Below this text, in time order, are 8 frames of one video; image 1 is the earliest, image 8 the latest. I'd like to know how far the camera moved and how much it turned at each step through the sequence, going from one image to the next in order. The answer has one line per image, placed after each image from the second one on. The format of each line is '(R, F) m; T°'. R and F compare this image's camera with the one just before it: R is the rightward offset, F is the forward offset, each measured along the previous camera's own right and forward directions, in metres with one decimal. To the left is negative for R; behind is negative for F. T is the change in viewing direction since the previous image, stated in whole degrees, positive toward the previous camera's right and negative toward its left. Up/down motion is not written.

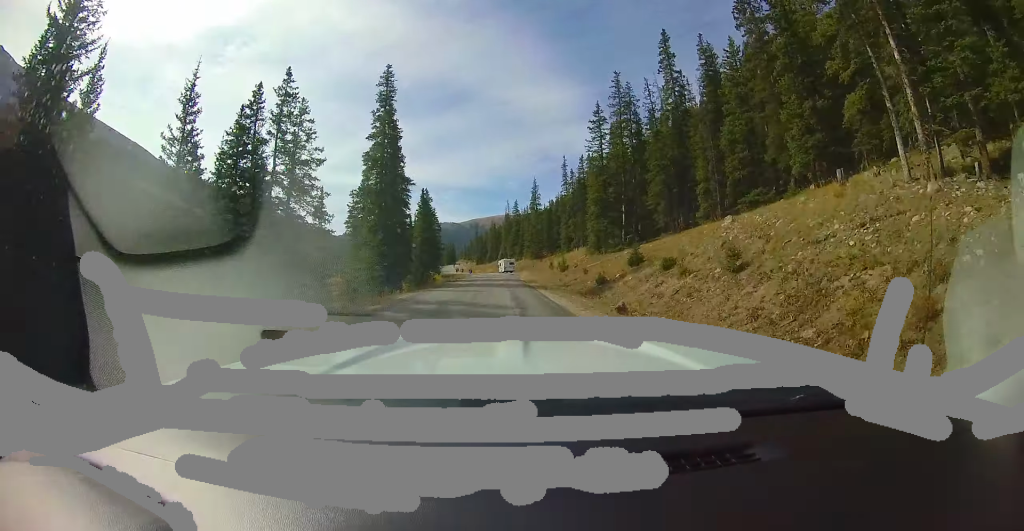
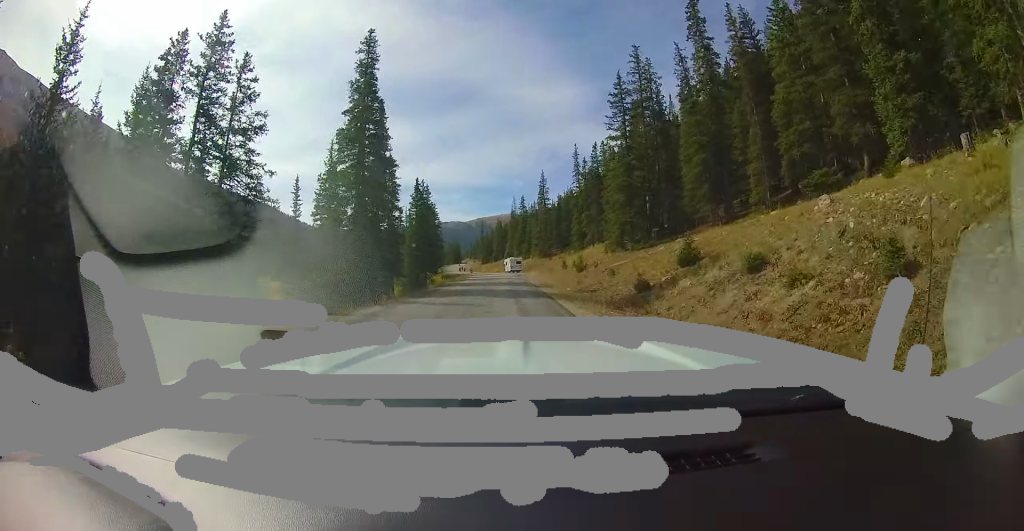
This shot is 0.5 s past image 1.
(-0.1, +5.4) m; -1°
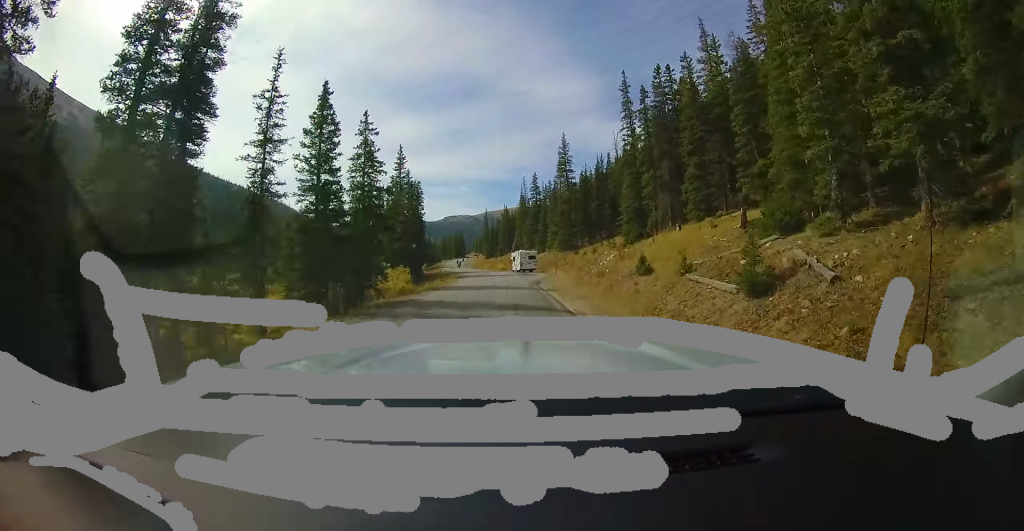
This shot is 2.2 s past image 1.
(-0.3, +21.5) m; 0°
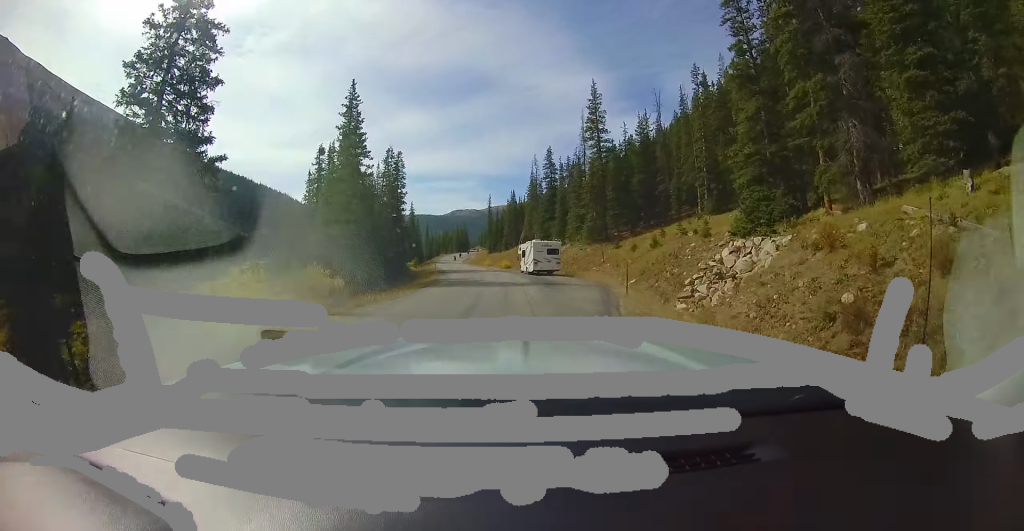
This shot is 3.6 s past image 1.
(+0.1, +18.0) m; -1°
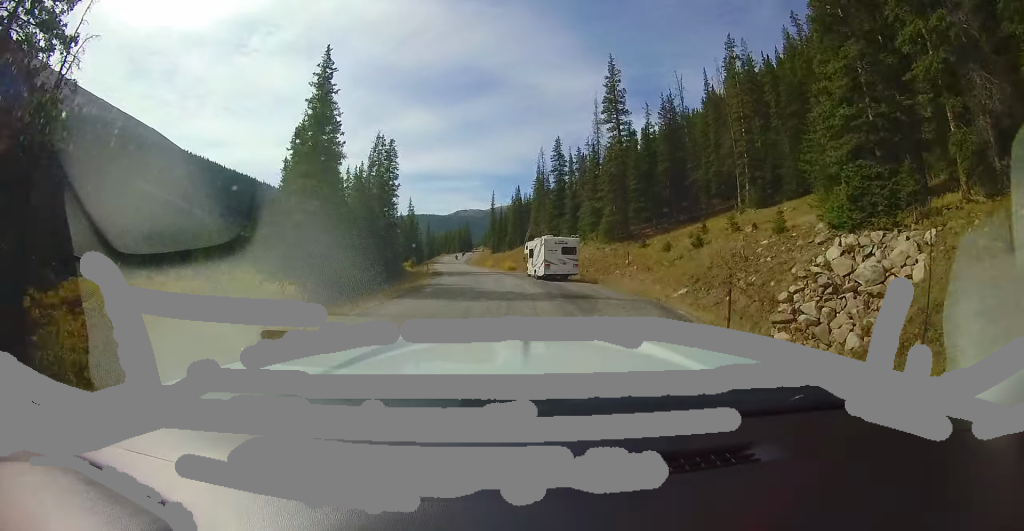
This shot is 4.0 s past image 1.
(-0.1, +6.2) m; -1°
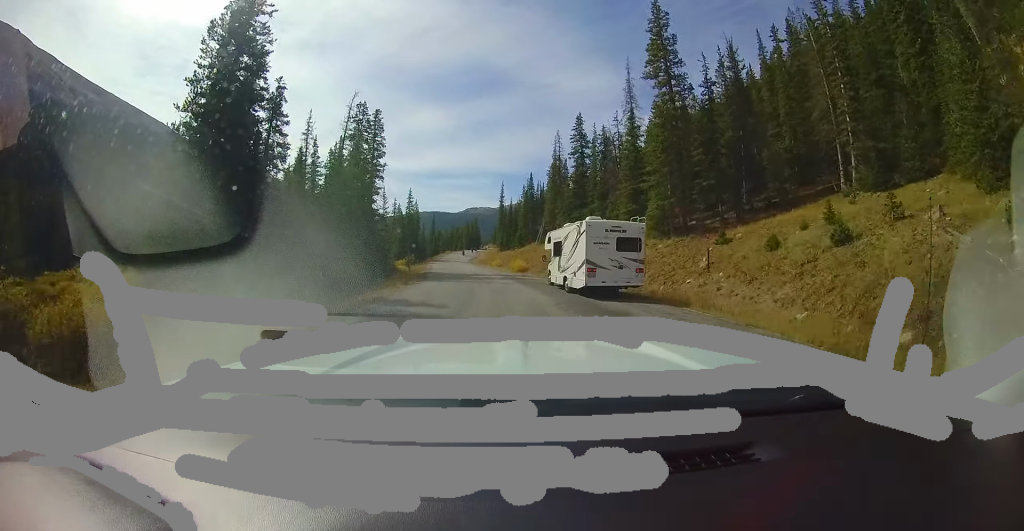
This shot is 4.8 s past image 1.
(0.0, +10.4) m; -2°
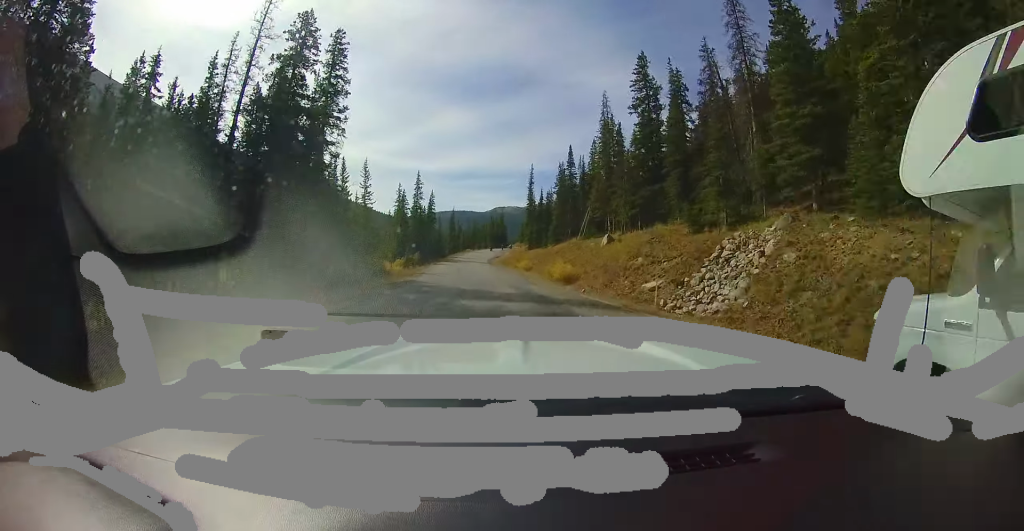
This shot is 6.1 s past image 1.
(-0.8, +17.7) m; -6°
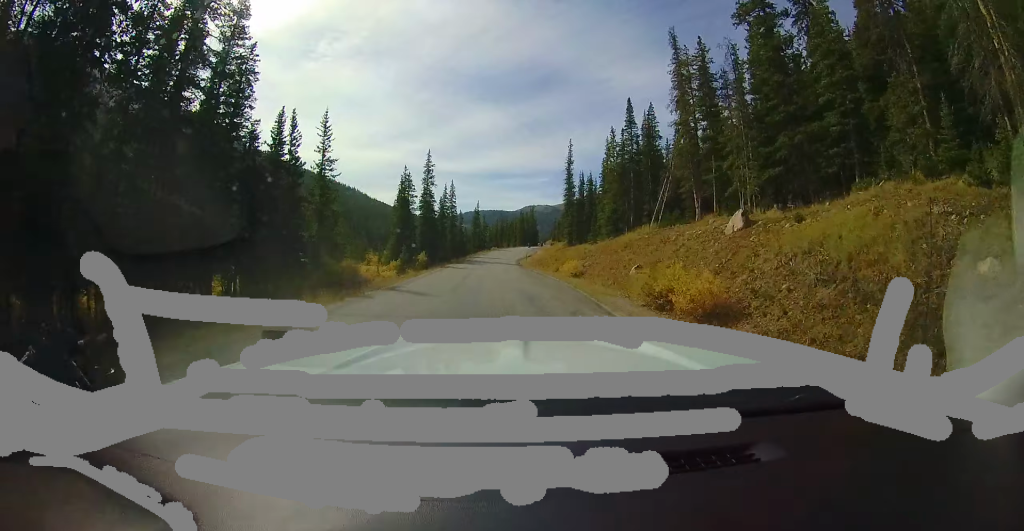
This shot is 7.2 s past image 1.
(-0.6, +16.1) m; -3°
